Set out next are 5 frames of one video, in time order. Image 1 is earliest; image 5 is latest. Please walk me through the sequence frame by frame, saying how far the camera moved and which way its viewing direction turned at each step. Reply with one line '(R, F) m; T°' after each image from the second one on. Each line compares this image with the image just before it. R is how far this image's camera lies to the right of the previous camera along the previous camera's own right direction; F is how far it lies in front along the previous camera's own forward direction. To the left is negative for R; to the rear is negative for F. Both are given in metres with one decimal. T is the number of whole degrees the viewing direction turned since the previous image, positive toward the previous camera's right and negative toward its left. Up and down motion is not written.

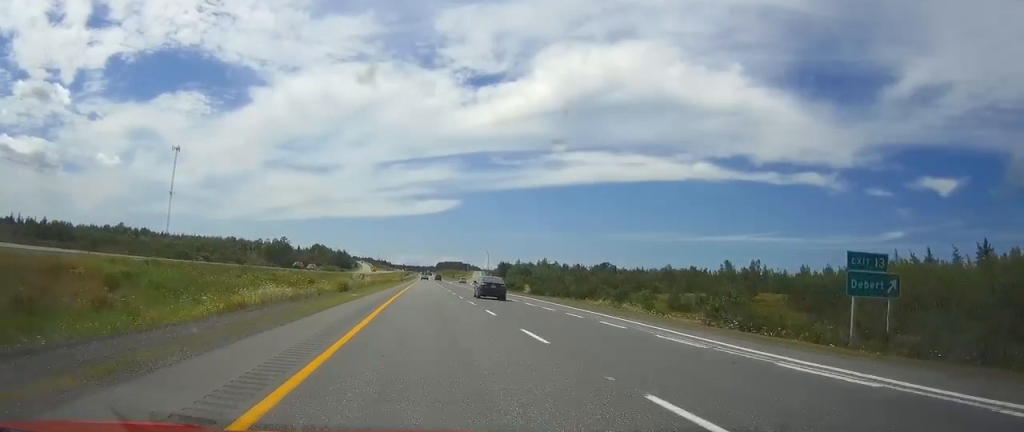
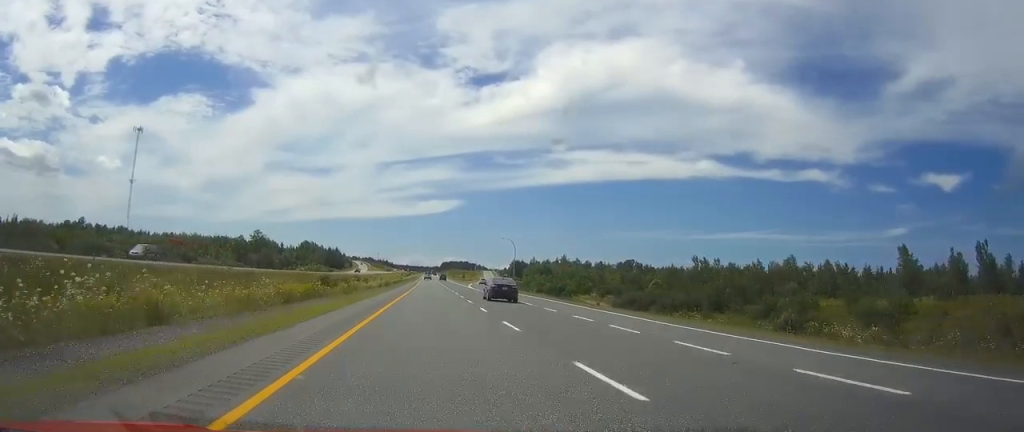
(0.0, +60.4) m; 0°
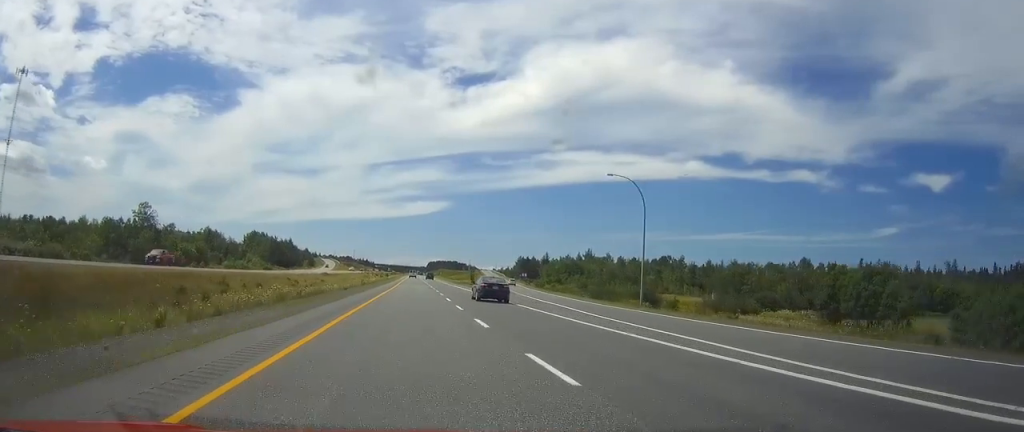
(+0.3, +108.4) m; +1°
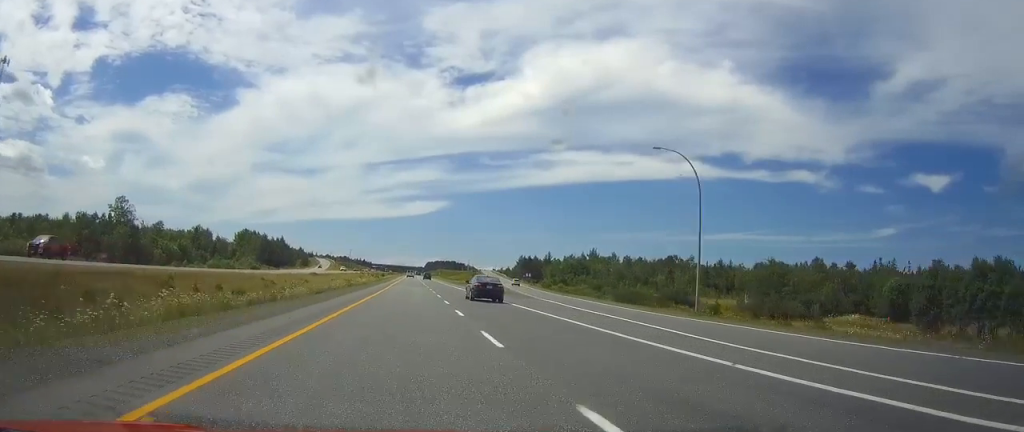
(0.0, +13.9) m; 0°
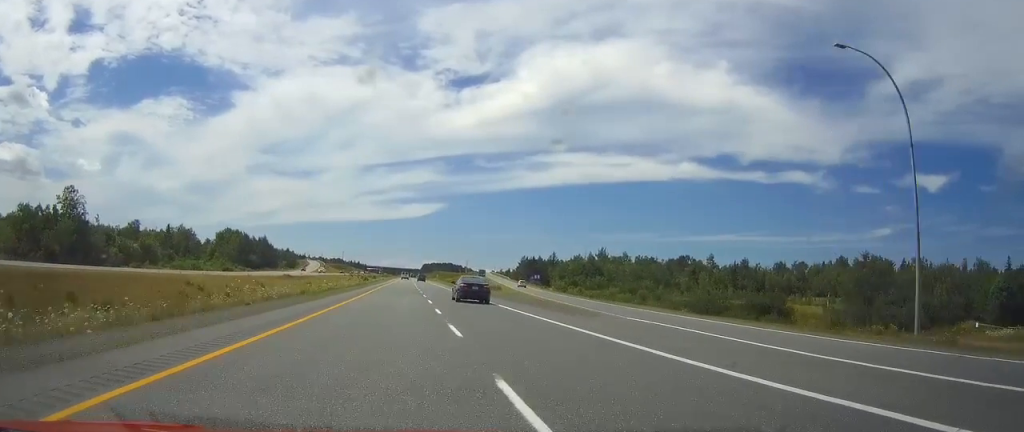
(+0.1, +25.6) m; 0°
